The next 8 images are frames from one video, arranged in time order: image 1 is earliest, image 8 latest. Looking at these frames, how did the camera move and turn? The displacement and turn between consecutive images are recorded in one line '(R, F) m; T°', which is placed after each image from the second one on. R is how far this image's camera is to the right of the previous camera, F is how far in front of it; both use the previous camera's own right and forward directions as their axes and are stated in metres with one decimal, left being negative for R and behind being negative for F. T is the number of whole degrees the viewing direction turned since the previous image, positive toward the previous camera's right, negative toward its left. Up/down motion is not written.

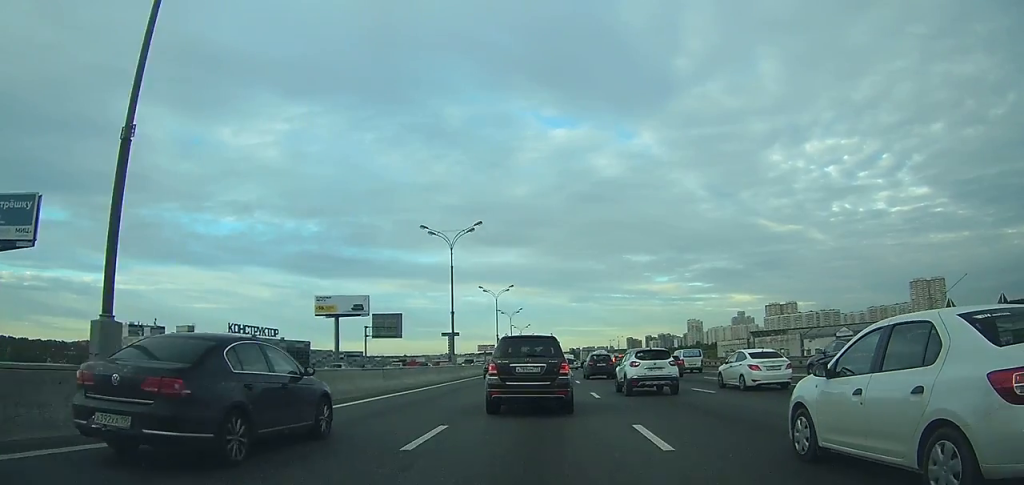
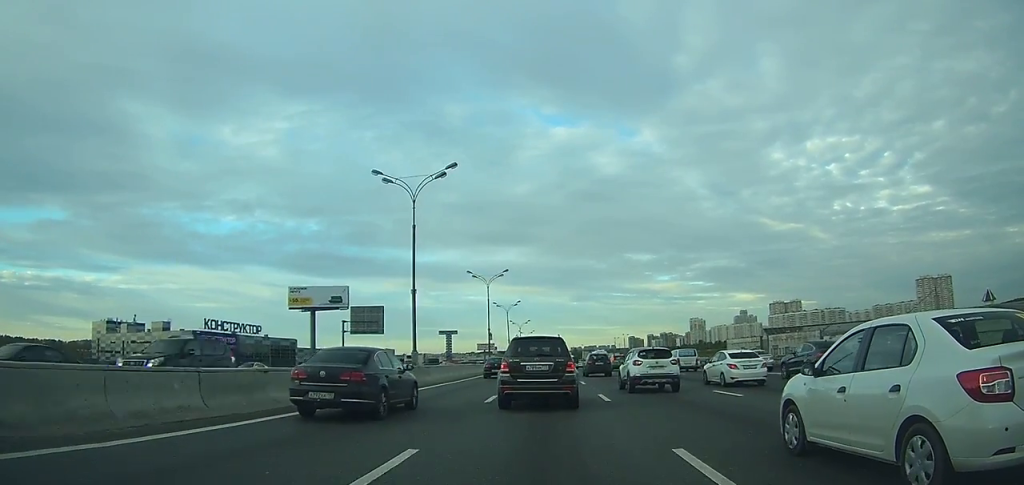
(0.0, +15.7) m; 0°
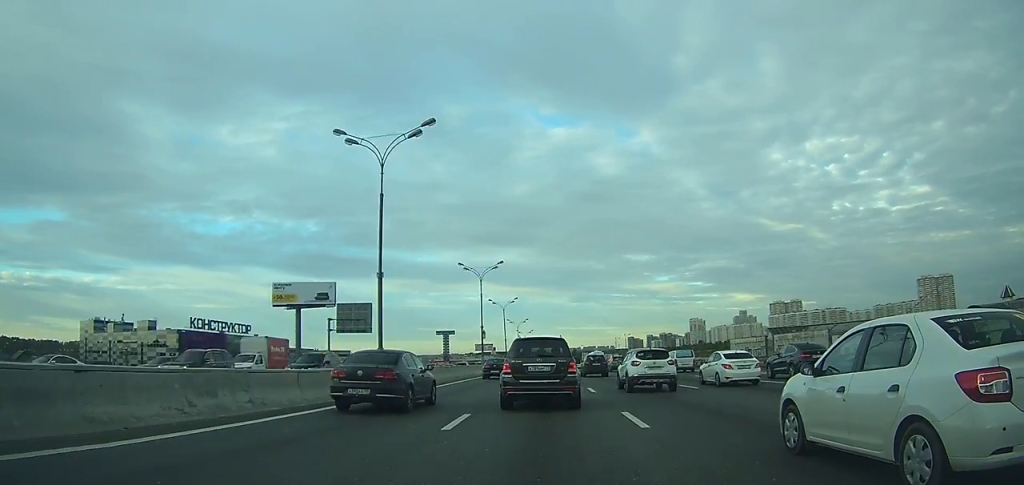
(0.0, +6.9) m; 0°
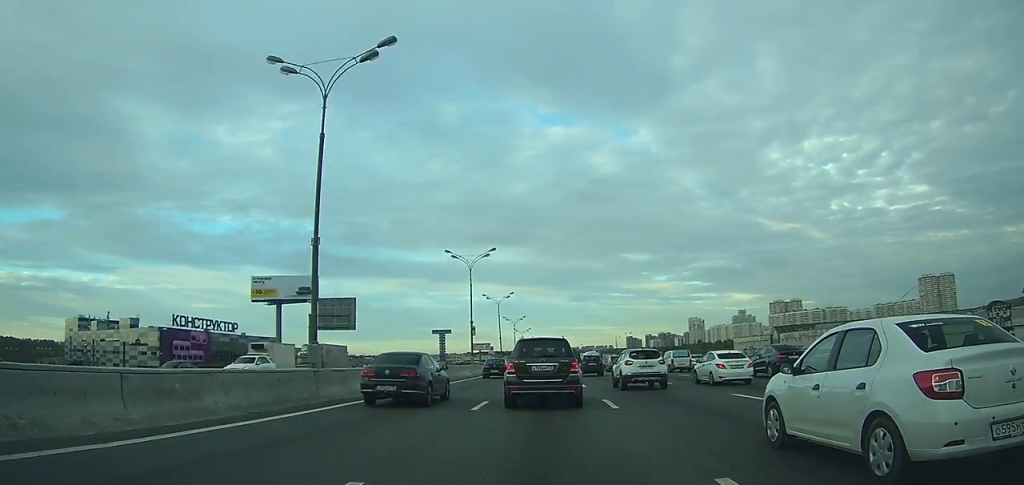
(0.0, +7.9) m; 0°
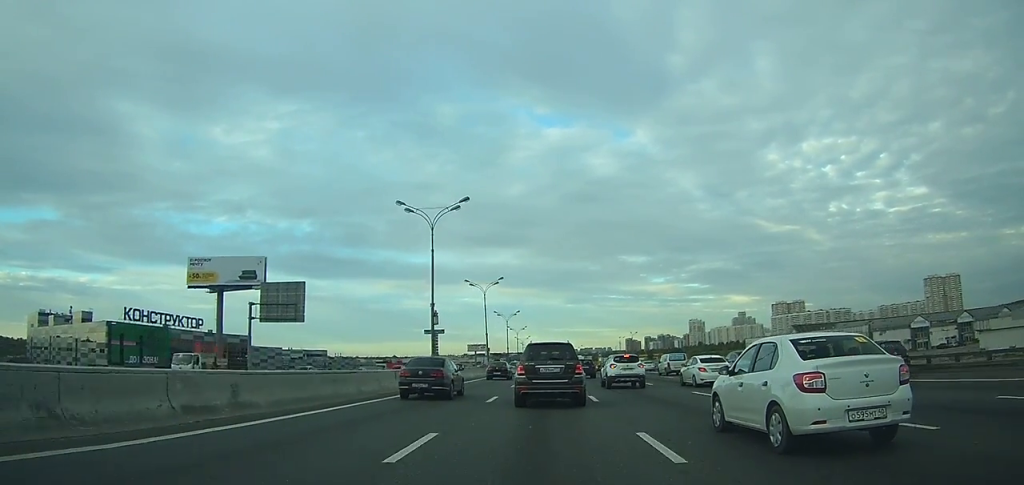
(+0.1, +19.1) m; 0°
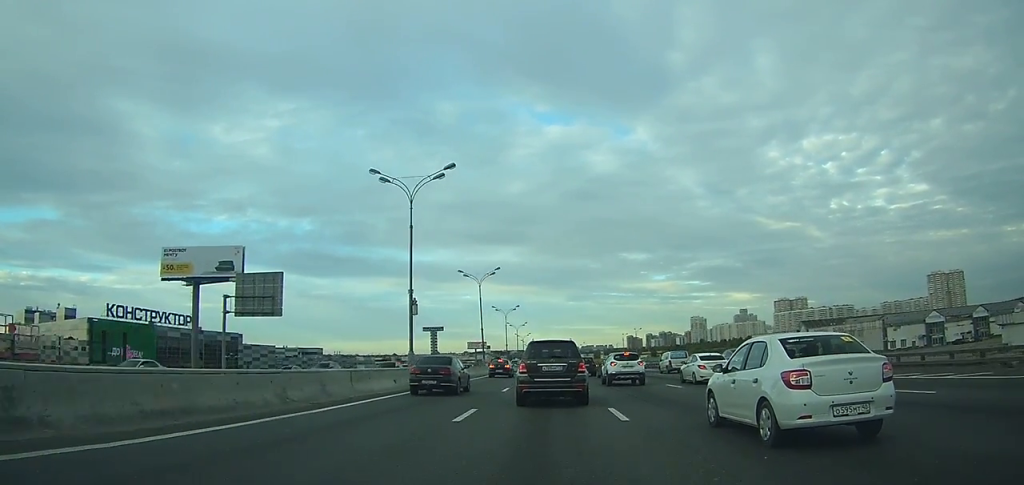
(-0.1, +6.1) m; 0°
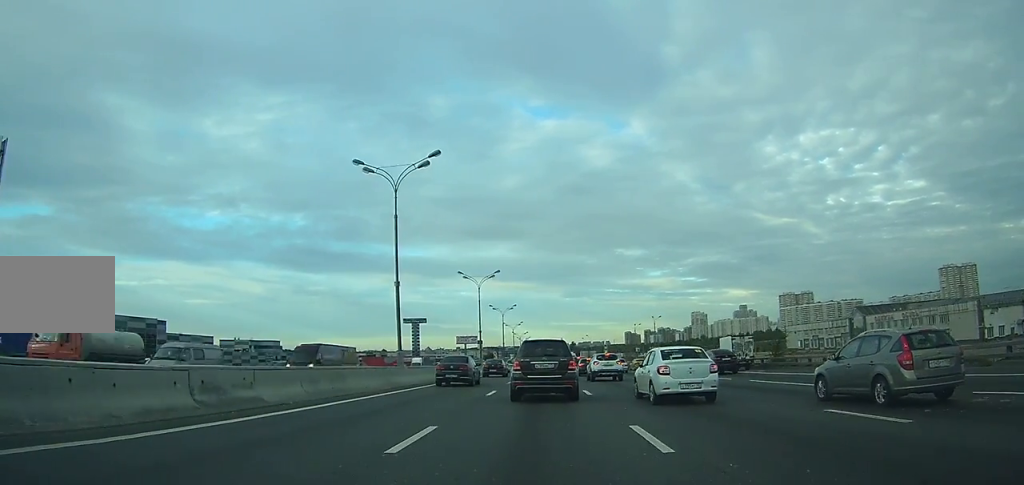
(+0.2, +40.9) m; 0°
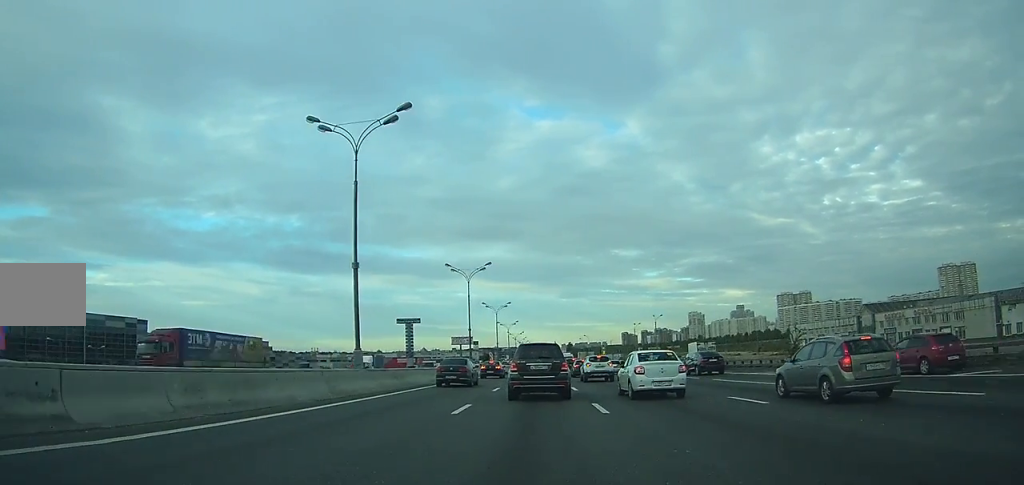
(0.0, +7.3) m; 0°
